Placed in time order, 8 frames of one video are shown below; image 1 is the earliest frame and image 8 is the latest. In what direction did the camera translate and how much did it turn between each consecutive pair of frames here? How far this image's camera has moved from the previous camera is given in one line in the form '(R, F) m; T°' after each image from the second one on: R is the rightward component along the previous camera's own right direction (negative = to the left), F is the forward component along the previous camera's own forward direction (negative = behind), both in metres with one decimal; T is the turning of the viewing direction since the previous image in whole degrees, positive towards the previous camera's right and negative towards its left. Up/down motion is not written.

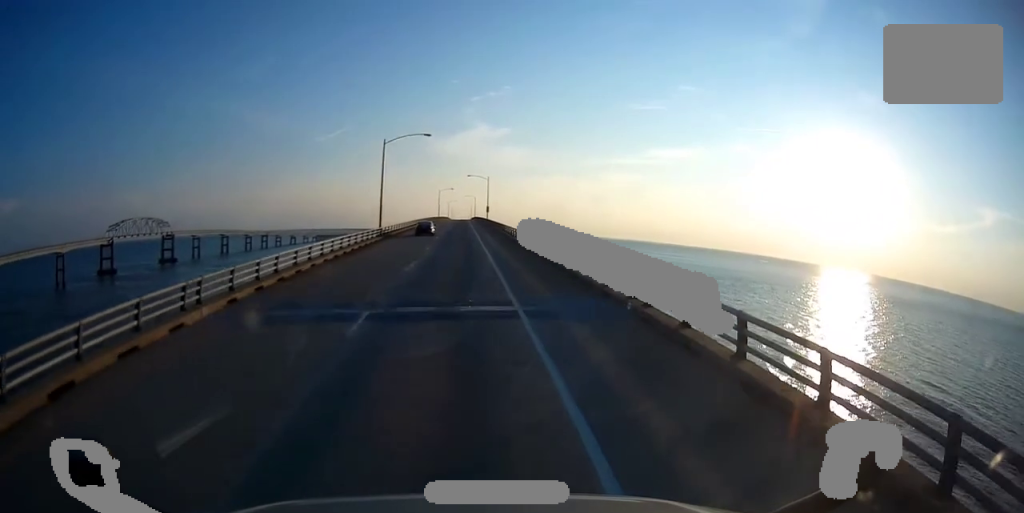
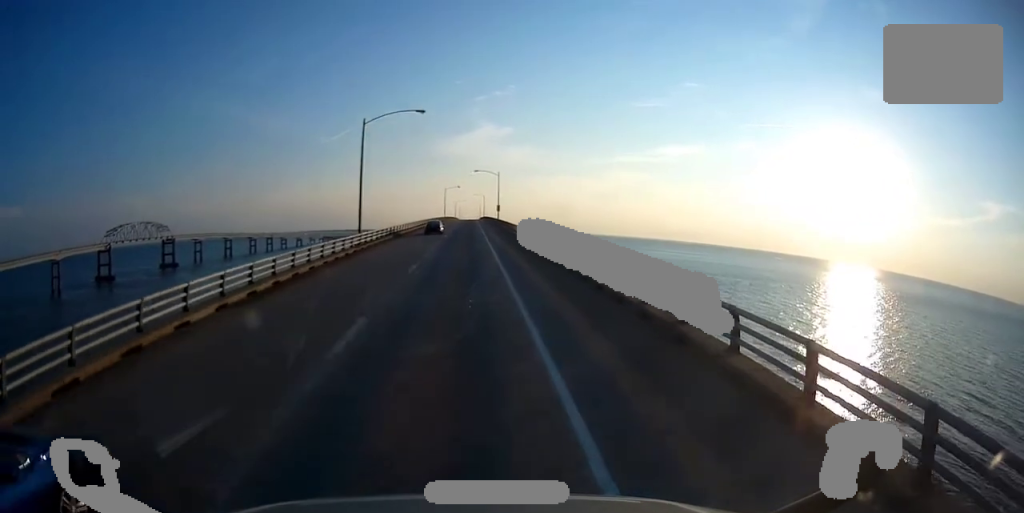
(-0.3, +14.0) m; -1°
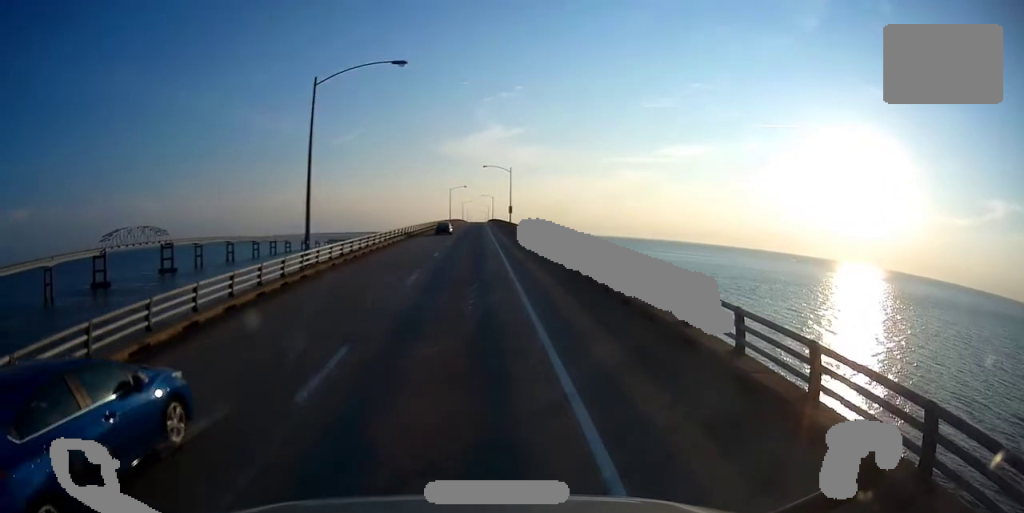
(-0.1, +15.1) m; 0°
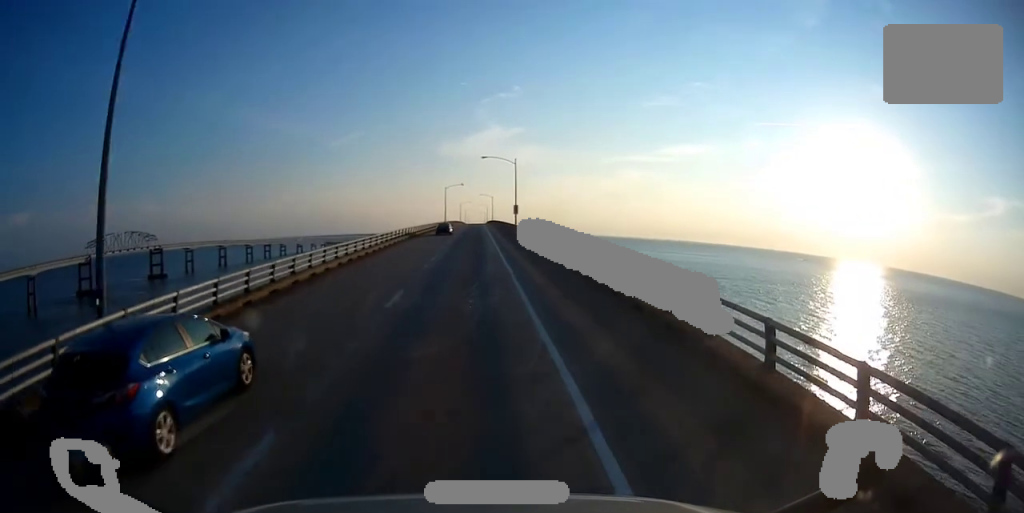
(+0.1, +16.2) m; 0°
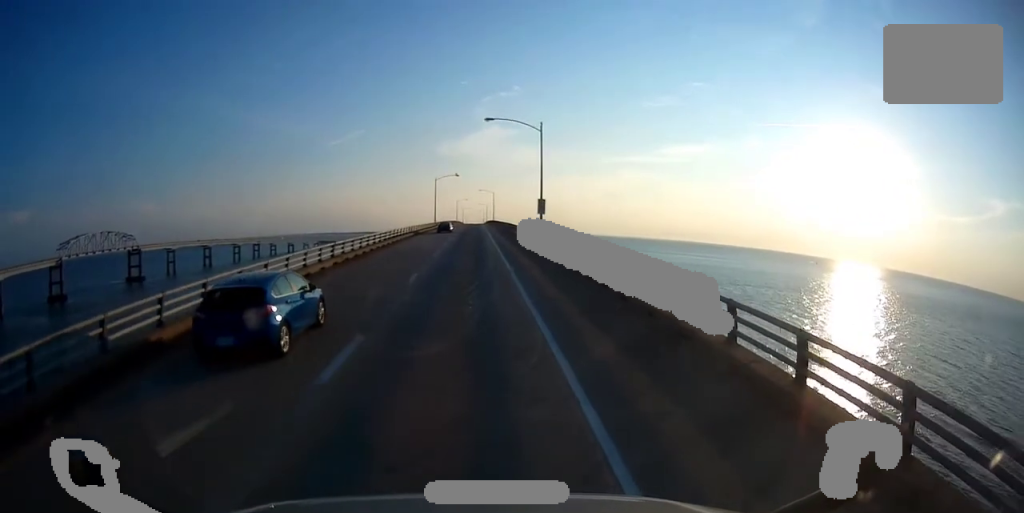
(-0.2, +31.8) m; -1°
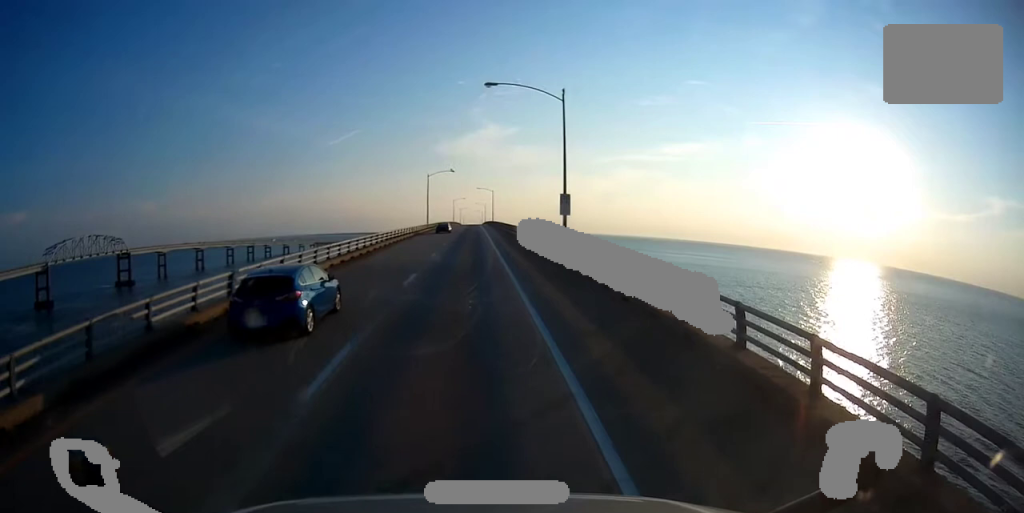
(-0.3, +13.4) m; 0°
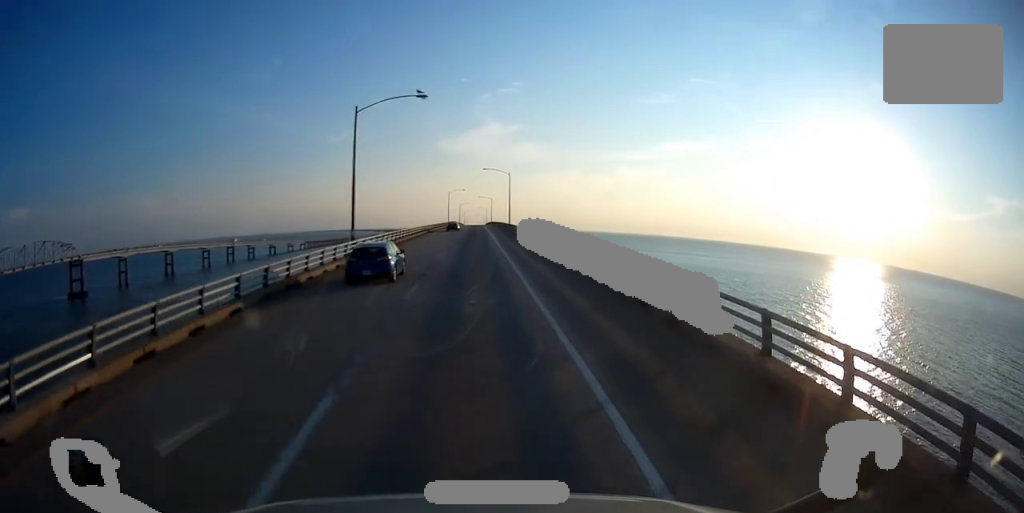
(+1.0, +64.2) m; +1°
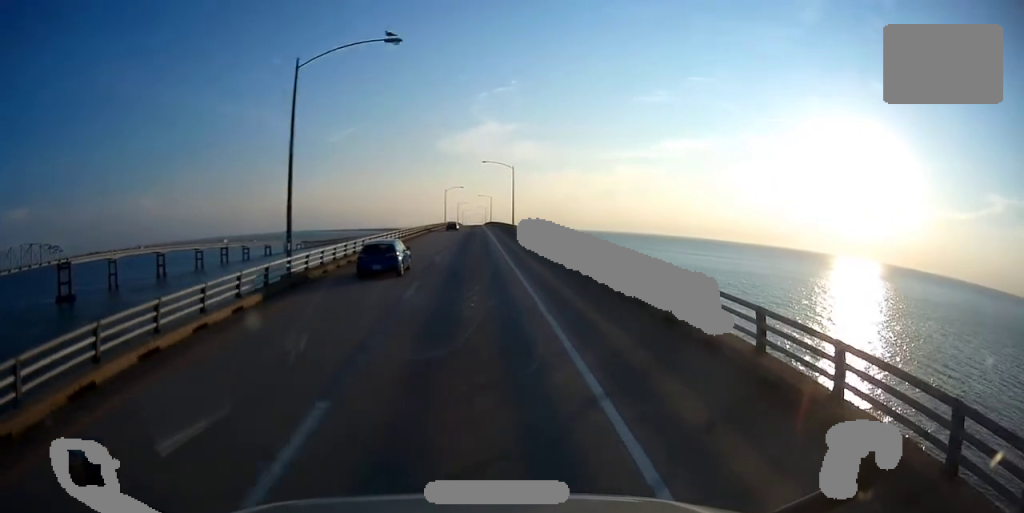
(0.0, +12.4) m; 0°
